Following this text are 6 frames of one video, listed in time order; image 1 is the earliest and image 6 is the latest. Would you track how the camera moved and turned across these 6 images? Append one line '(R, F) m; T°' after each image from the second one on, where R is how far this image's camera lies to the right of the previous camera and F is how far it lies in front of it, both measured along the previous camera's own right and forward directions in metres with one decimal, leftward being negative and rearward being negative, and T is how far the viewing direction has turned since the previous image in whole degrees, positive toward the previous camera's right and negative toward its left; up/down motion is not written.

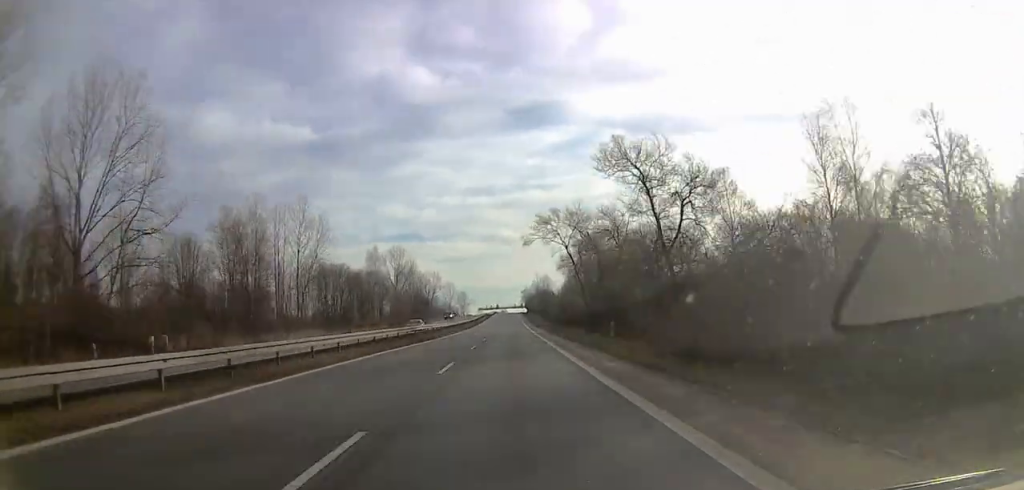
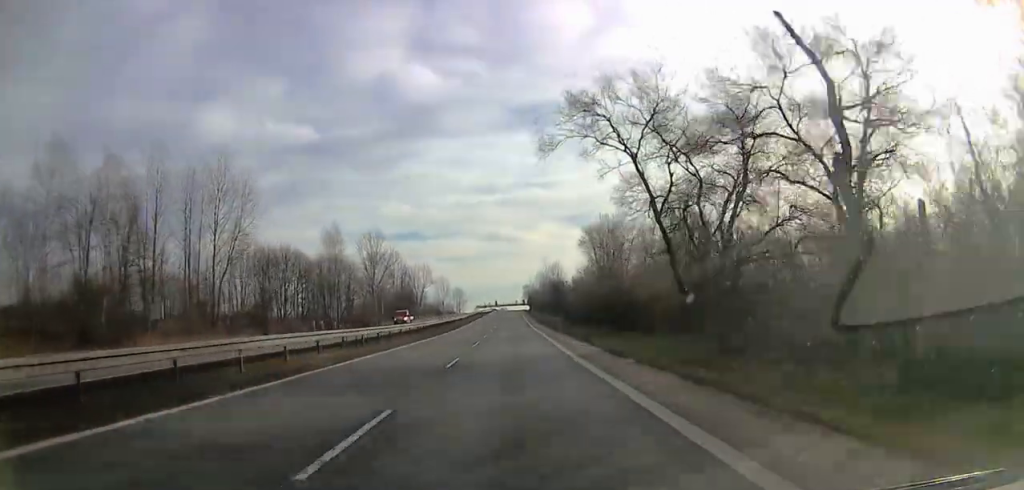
(+1.4, +35.7) m; +1°
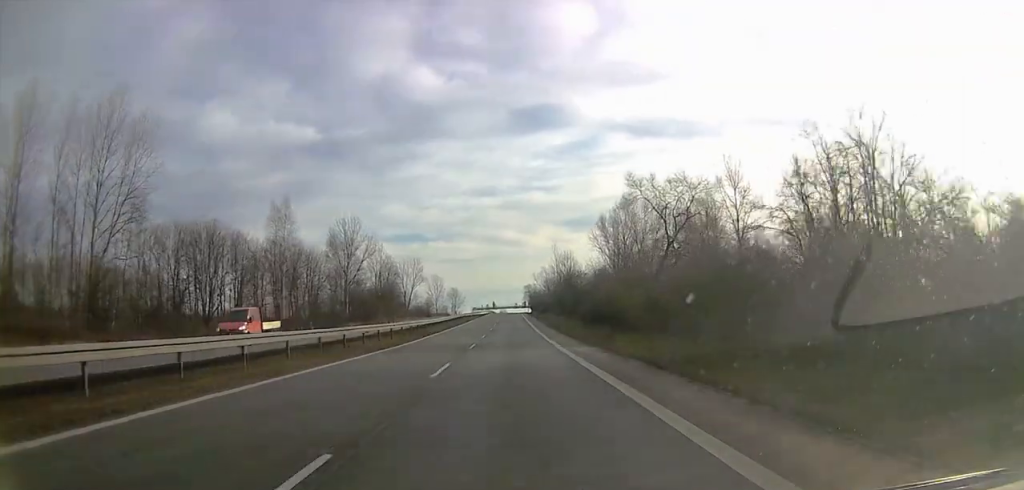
(-1.1, +30.3) m; -3°
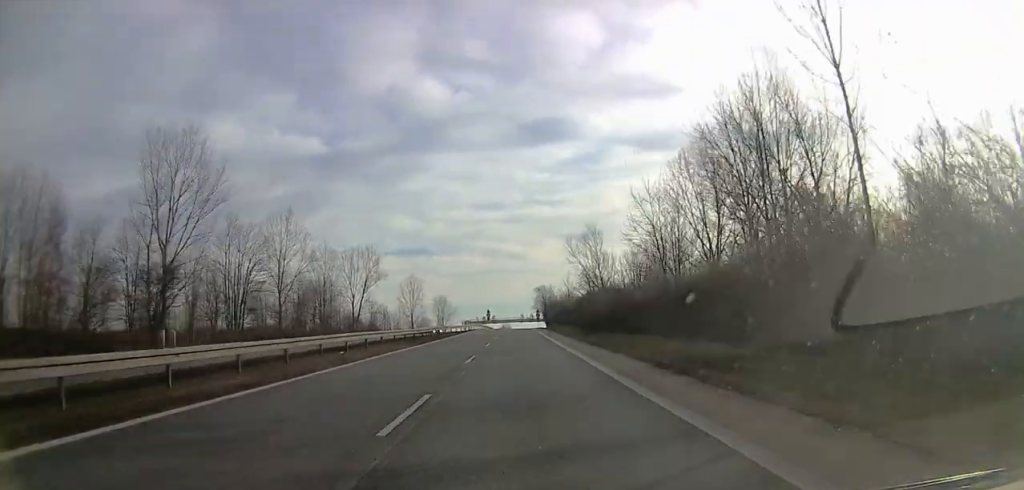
(+1.0, +77.6) m; +3°
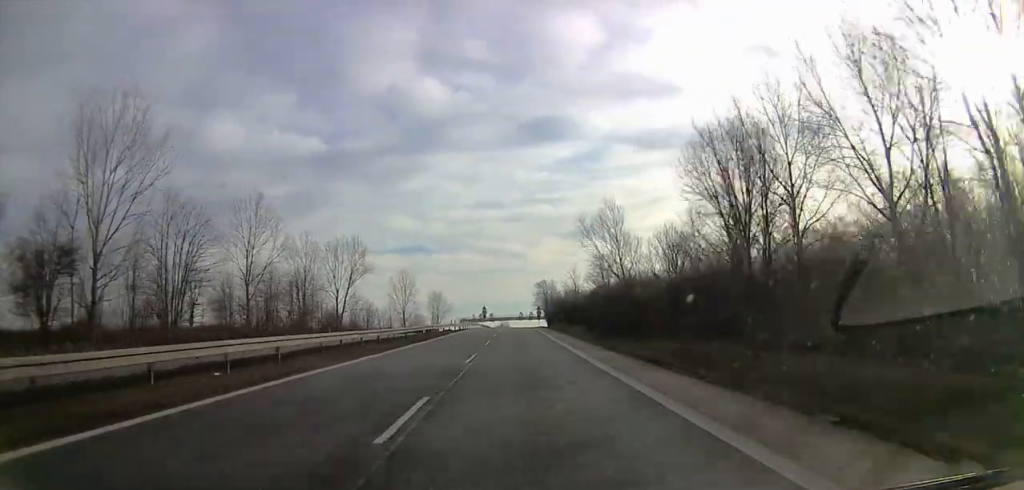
(+0.6, +14.0) m; 0°
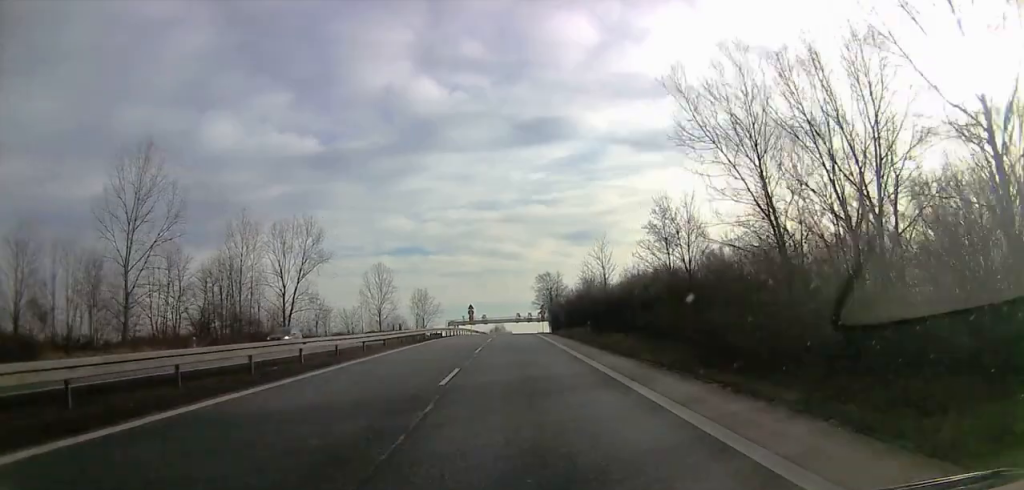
(-1.1, +35.1) m; -1°
